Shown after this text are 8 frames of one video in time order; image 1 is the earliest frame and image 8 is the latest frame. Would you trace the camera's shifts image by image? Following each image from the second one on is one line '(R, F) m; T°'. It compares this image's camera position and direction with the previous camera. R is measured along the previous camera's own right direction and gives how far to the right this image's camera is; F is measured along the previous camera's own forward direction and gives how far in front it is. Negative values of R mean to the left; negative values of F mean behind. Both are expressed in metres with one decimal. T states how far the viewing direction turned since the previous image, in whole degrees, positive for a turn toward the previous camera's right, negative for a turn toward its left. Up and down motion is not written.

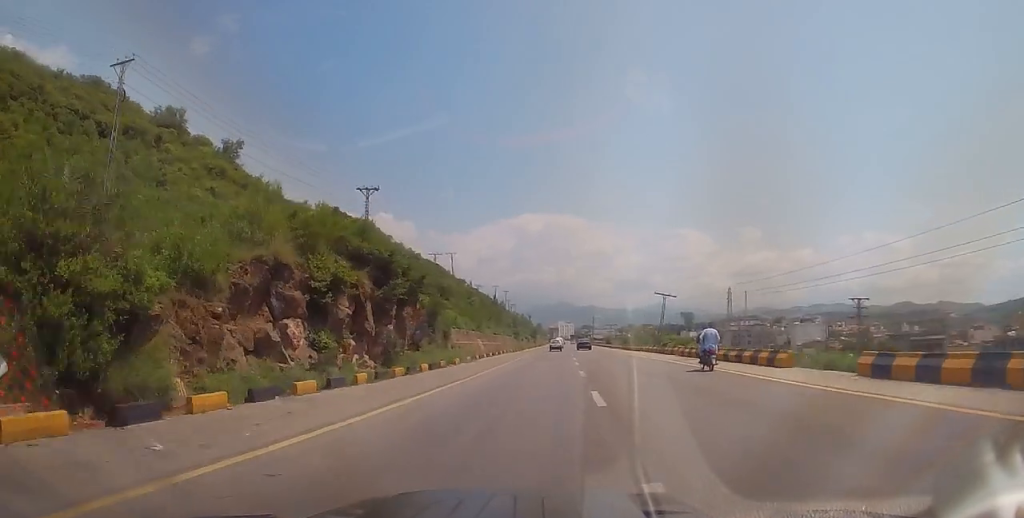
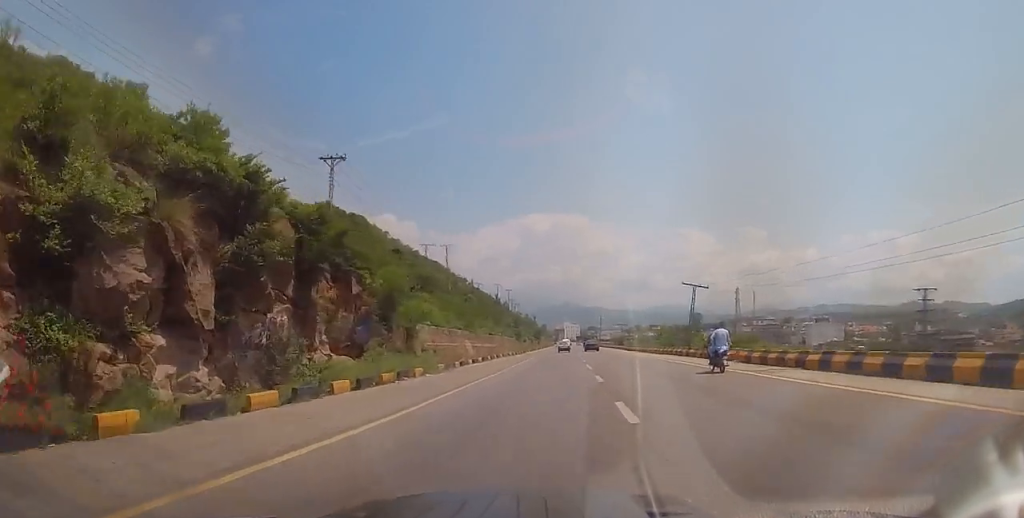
(0.0, +12.0) m; +1°
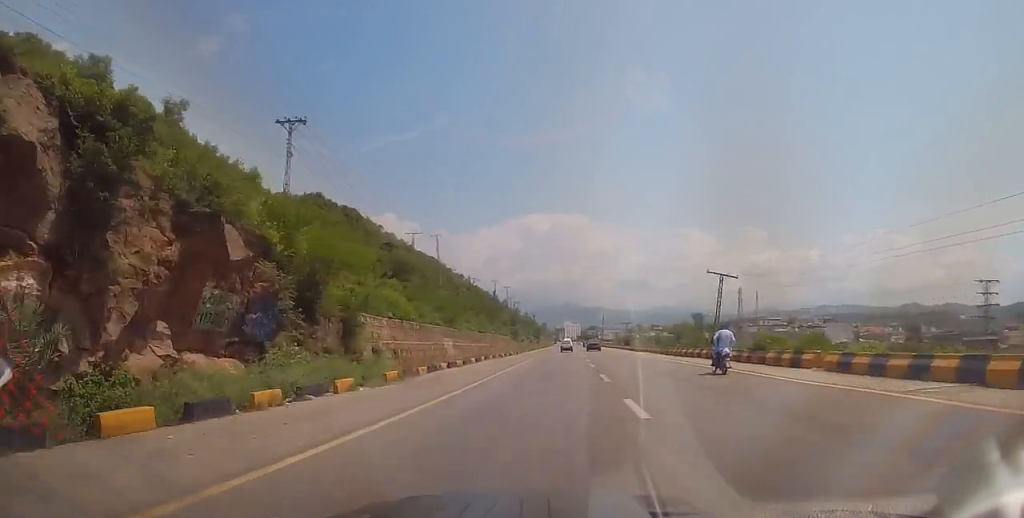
(+0.1, +9.0) m; 0°
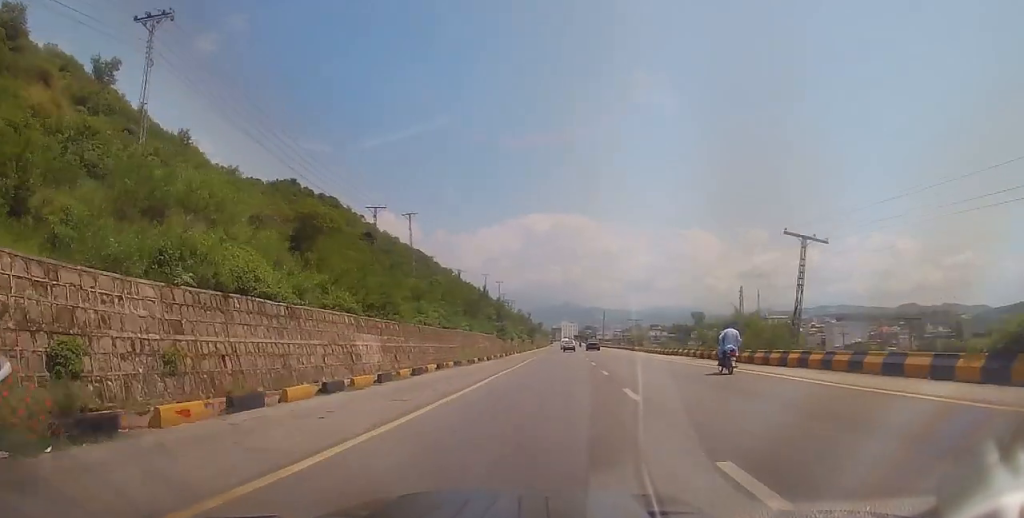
(-0.1, +16.5) m; -1°
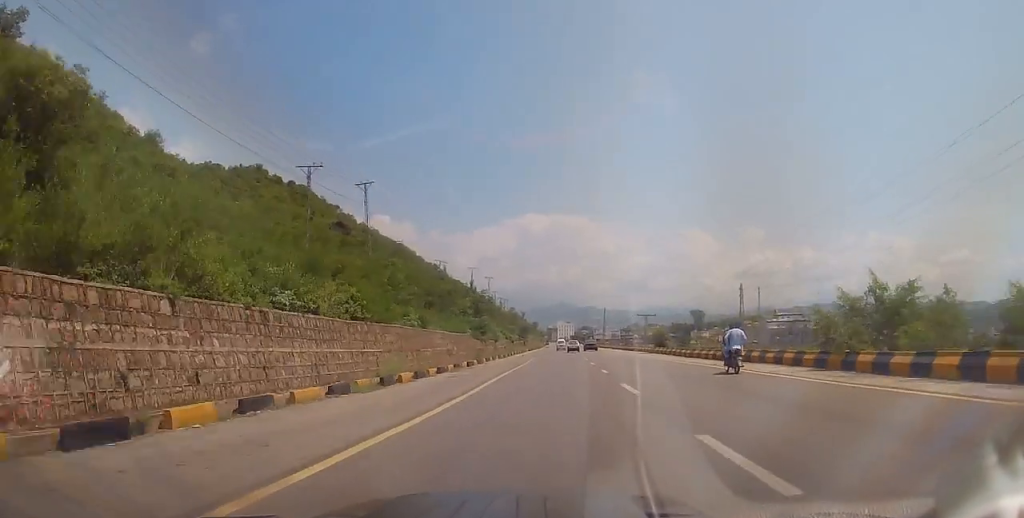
(-0.3, +17.6) m; 0°
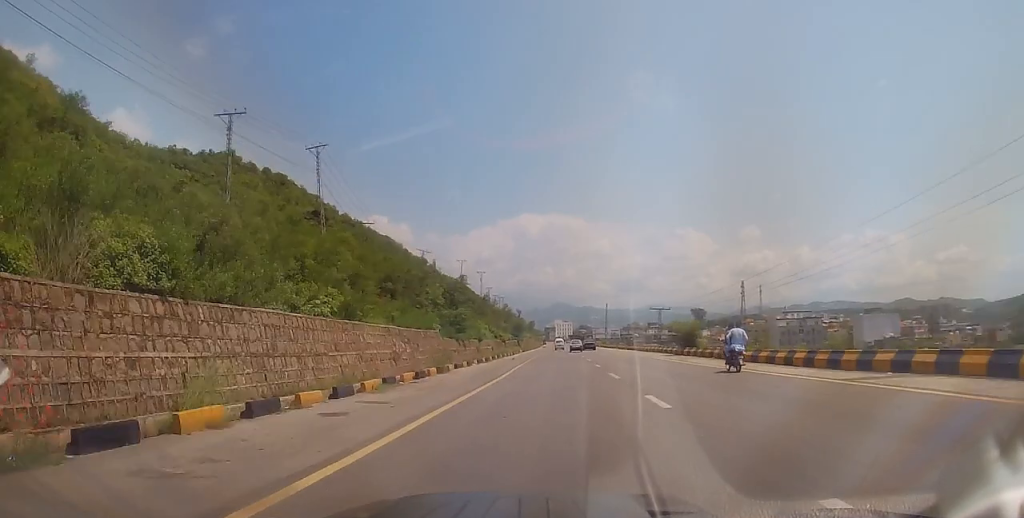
(+0.3, +13.2) m; +1°
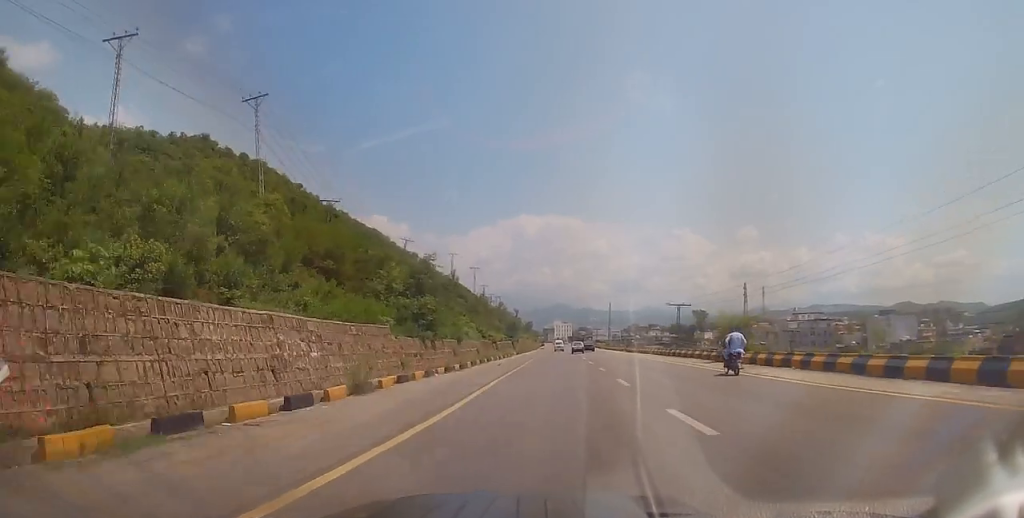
(0.0, +11.8) m; +1°
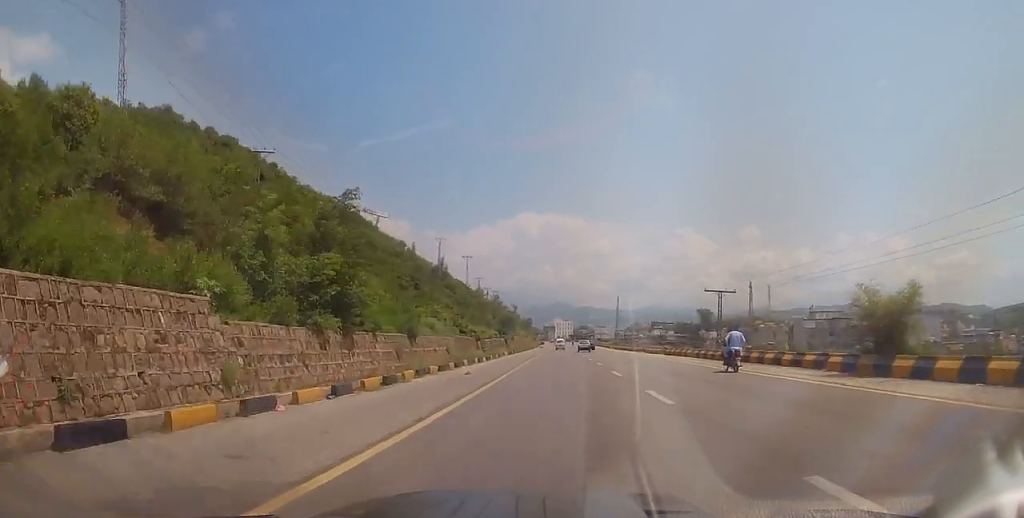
(+0.1, +15.4) m; 0°
